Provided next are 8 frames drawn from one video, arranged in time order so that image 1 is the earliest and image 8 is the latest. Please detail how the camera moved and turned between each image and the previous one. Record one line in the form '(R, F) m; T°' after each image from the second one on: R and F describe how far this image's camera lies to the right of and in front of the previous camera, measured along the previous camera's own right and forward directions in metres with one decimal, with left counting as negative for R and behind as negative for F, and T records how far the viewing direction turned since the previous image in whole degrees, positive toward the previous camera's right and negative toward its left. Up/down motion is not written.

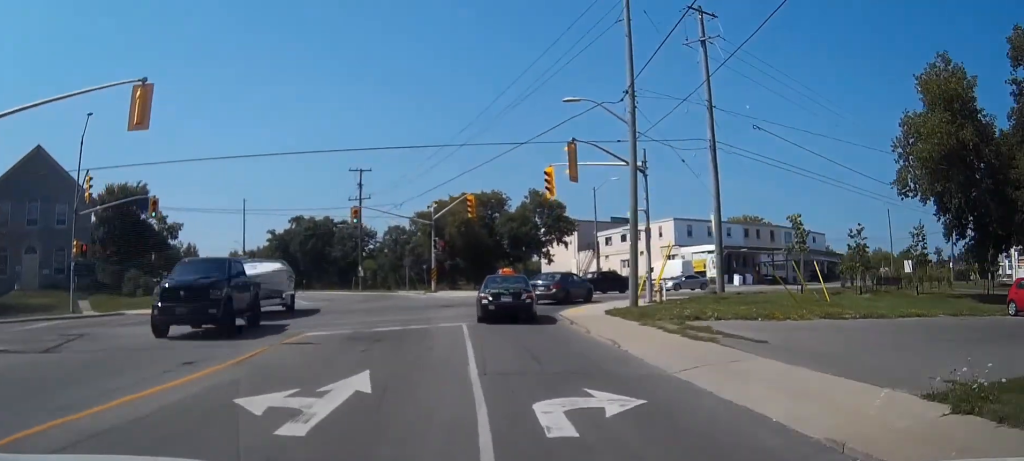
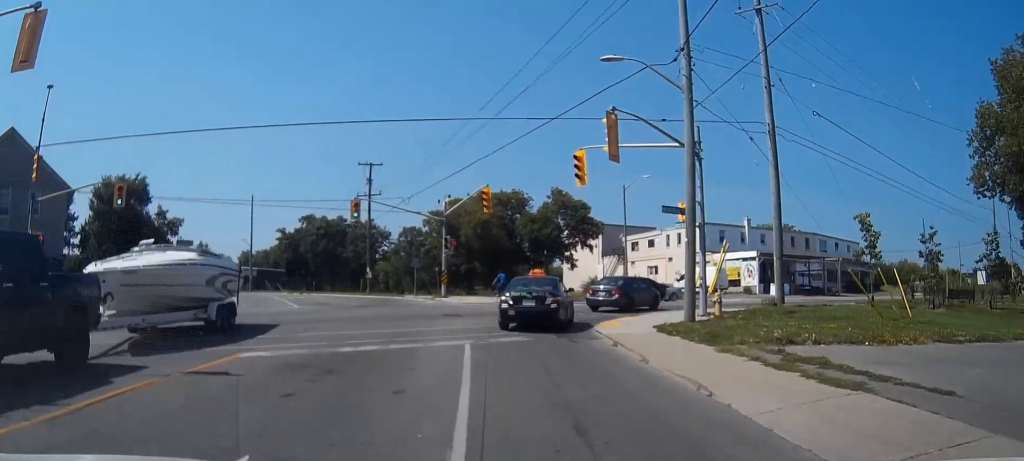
(0.0, +6.0) m; -2°
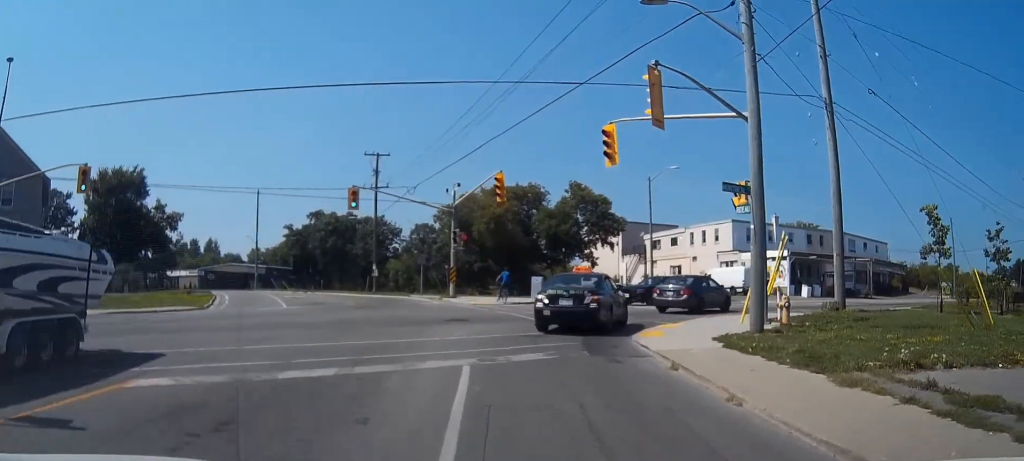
(-0.1, +4.6) m; -2°
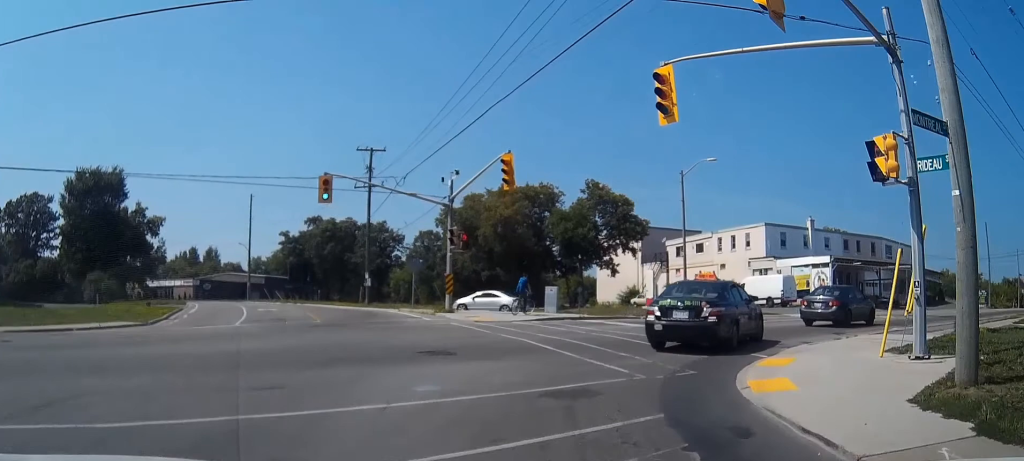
(-0.3, +7.6) m; +1°
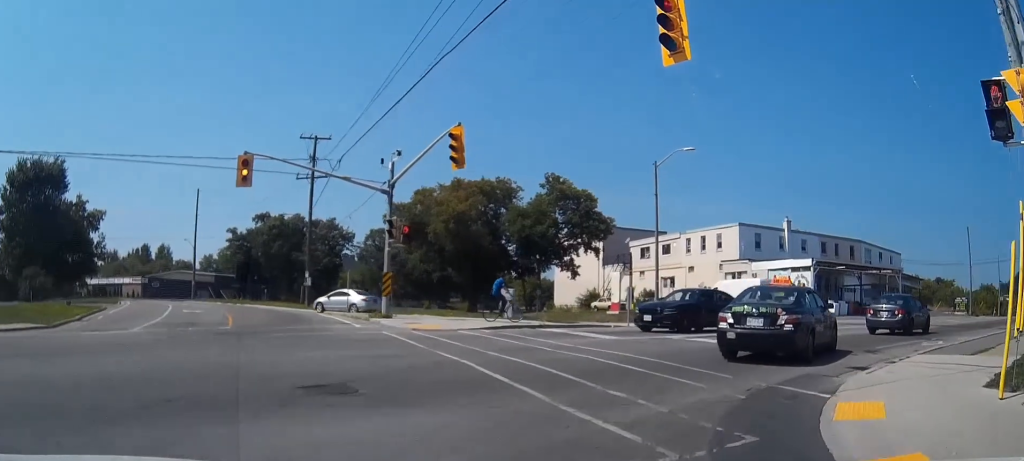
(+0.1, +4.8) m; +5°
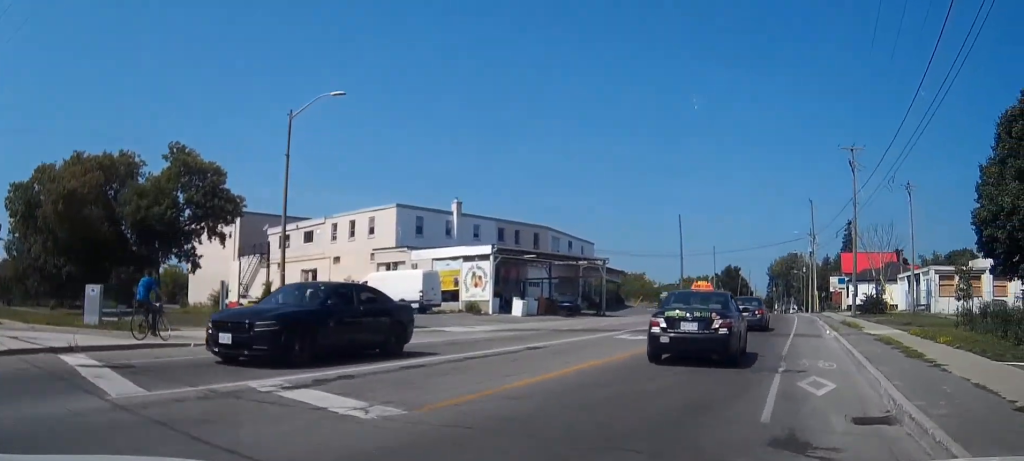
(+2.0, +11.3) m; +26°
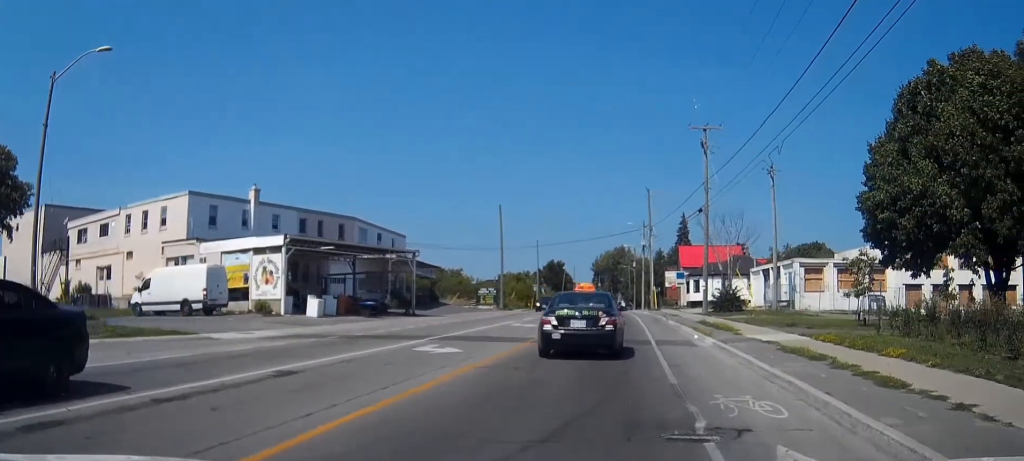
(+1.0, +6.3) m; +15°
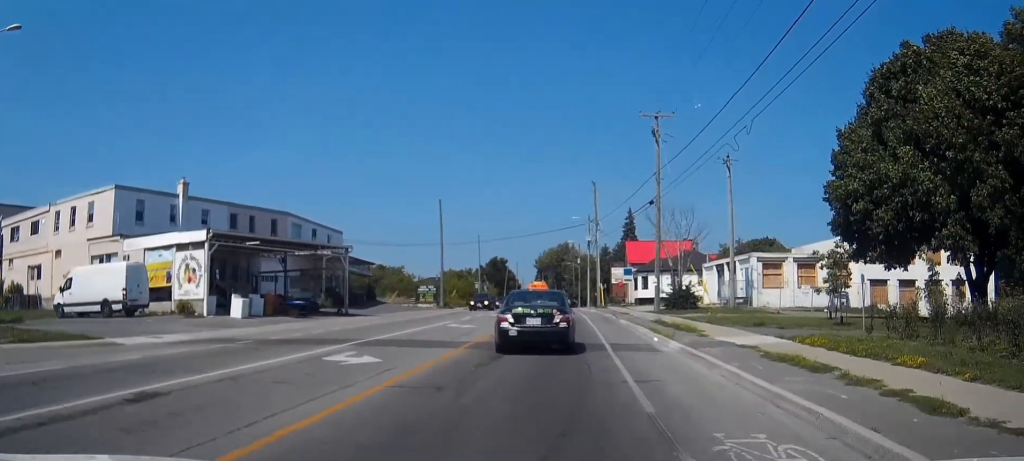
(+0.3, +2.9) m; +3°
